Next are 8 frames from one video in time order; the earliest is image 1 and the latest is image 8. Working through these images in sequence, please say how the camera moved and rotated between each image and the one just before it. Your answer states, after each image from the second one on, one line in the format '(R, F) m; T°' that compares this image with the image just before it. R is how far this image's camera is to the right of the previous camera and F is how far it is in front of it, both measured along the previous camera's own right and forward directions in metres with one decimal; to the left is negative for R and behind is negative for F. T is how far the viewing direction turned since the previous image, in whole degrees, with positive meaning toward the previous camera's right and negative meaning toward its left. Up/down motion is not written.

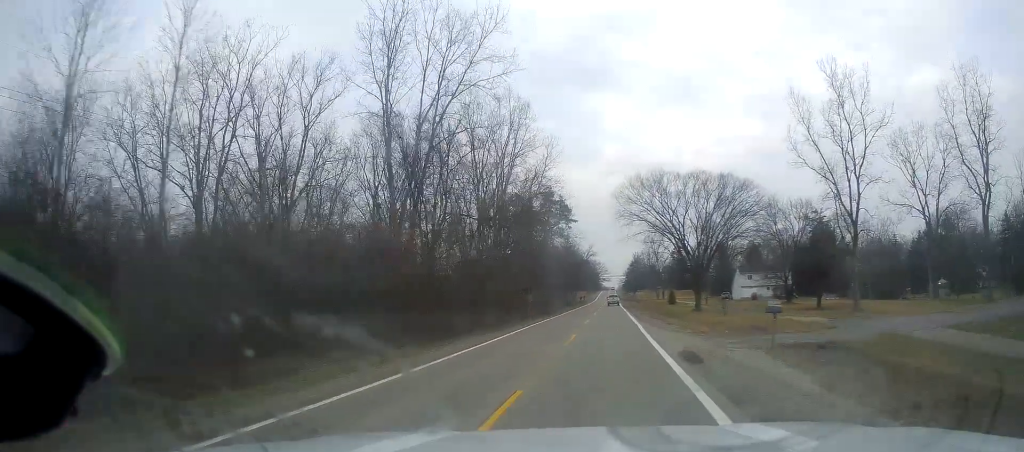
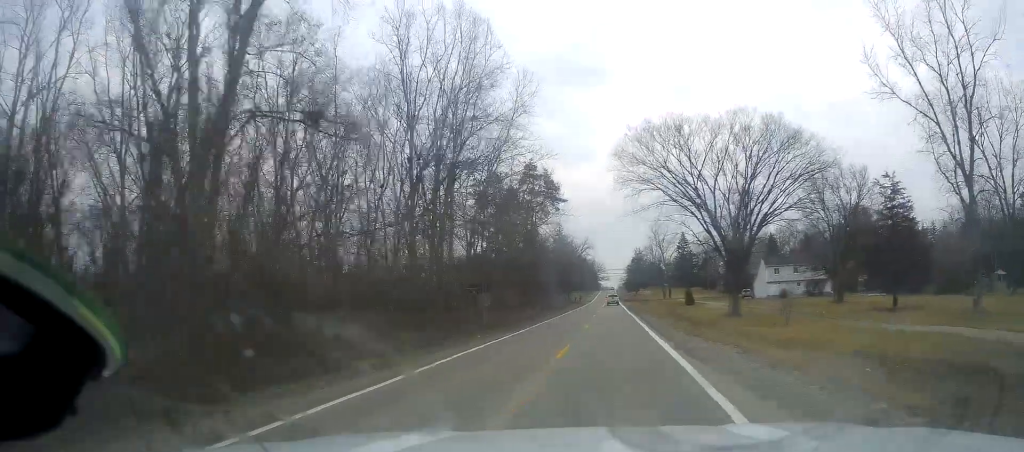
(+0.7, +21.2) m; 0°
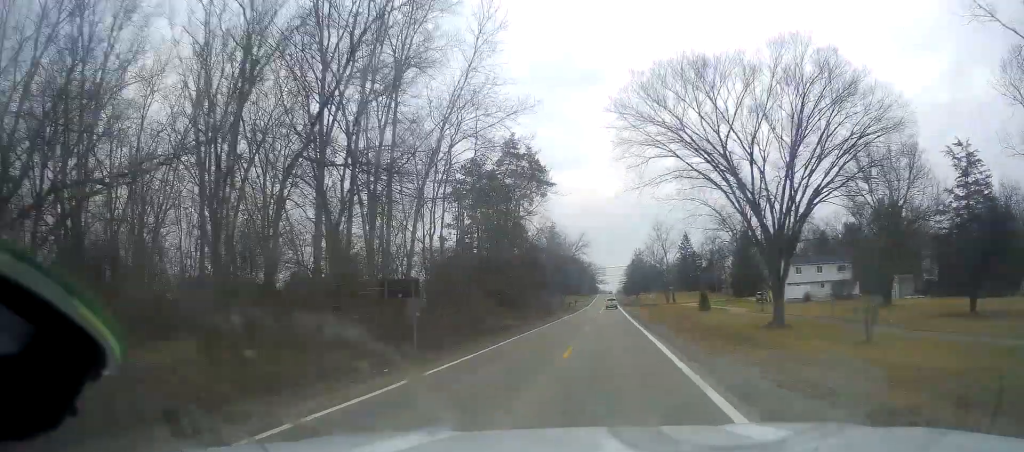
(-0.4, +13.7) m; -1°
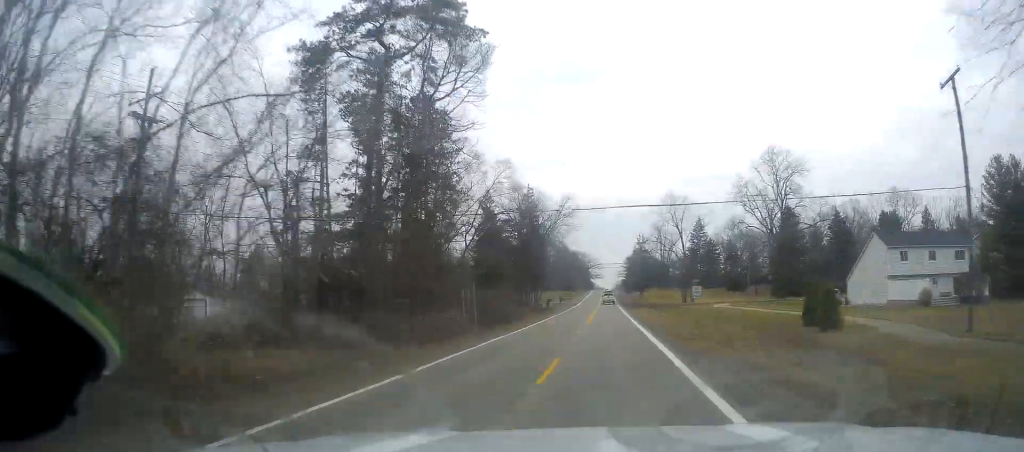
(+0.4, +36.5) m; +1°
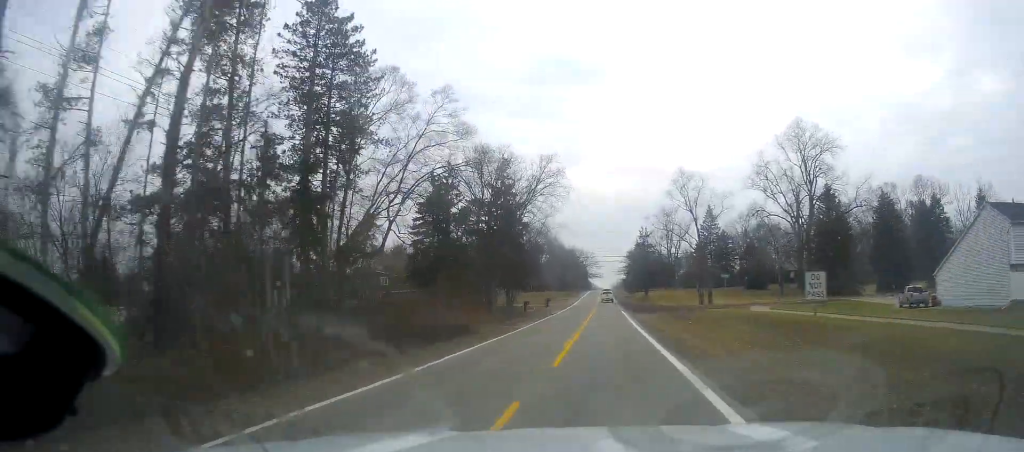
(-0.1, +21.2) m; -1°
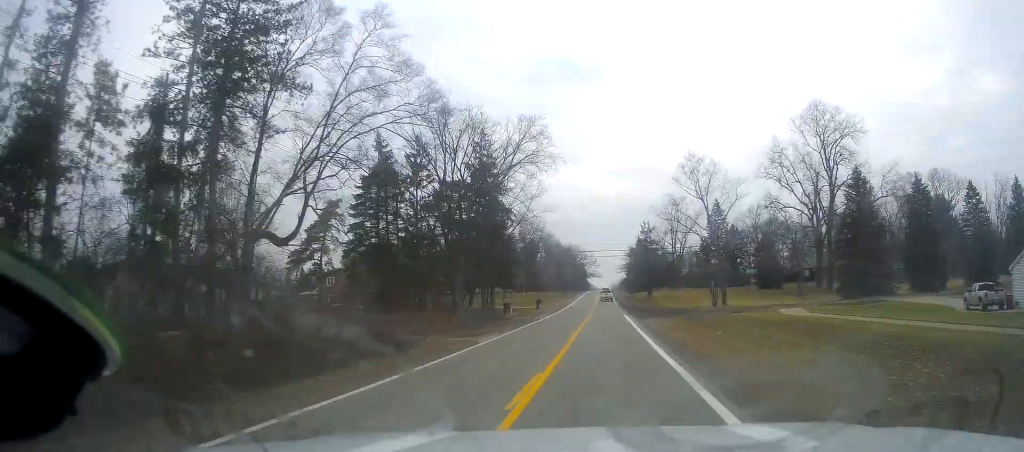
(-0.4, +11.5) m; -1°
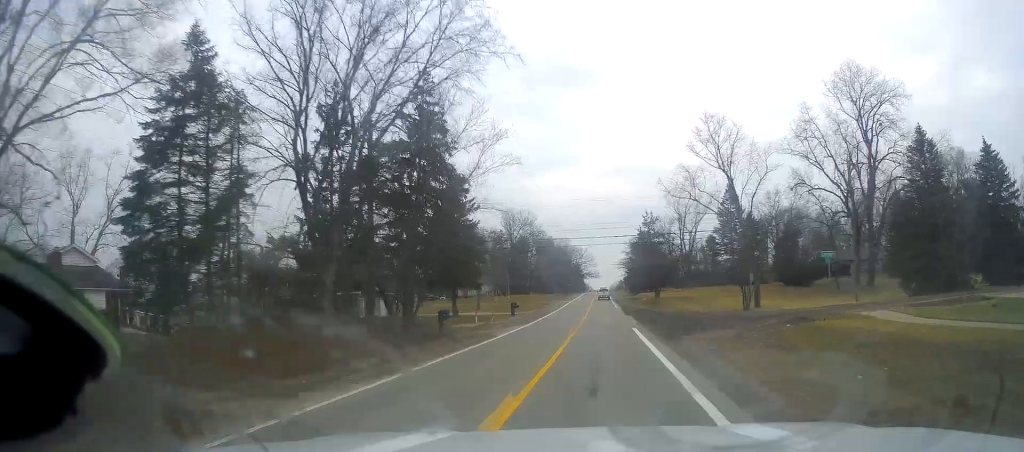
(+0.3, +18.3) m; +2°
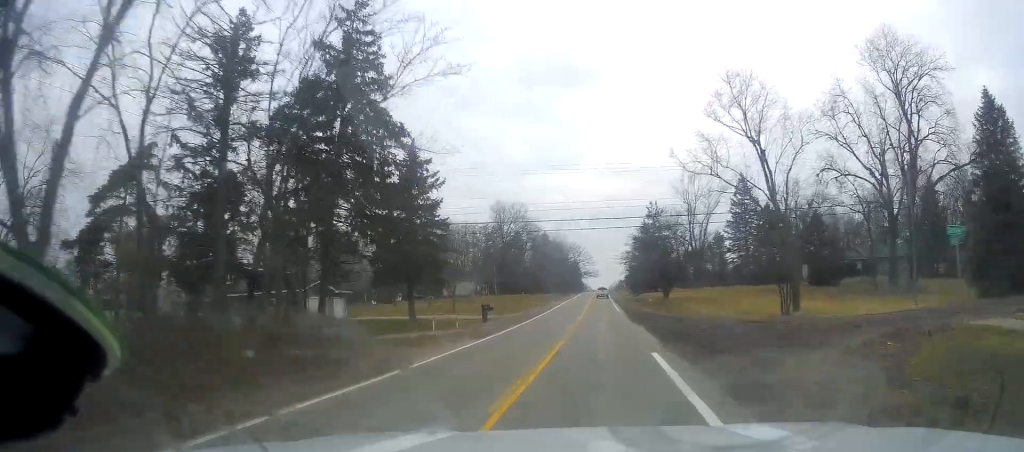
(+0.2, +12.9) m; +1°
